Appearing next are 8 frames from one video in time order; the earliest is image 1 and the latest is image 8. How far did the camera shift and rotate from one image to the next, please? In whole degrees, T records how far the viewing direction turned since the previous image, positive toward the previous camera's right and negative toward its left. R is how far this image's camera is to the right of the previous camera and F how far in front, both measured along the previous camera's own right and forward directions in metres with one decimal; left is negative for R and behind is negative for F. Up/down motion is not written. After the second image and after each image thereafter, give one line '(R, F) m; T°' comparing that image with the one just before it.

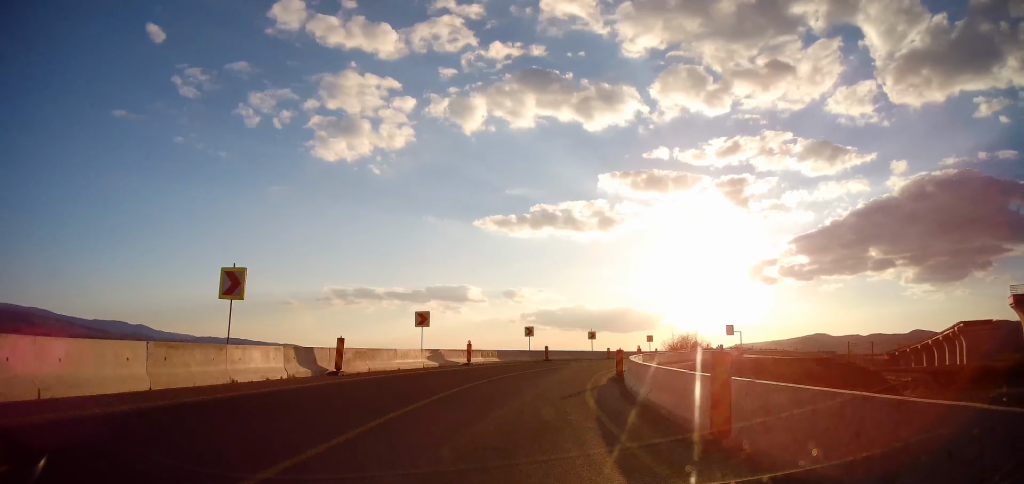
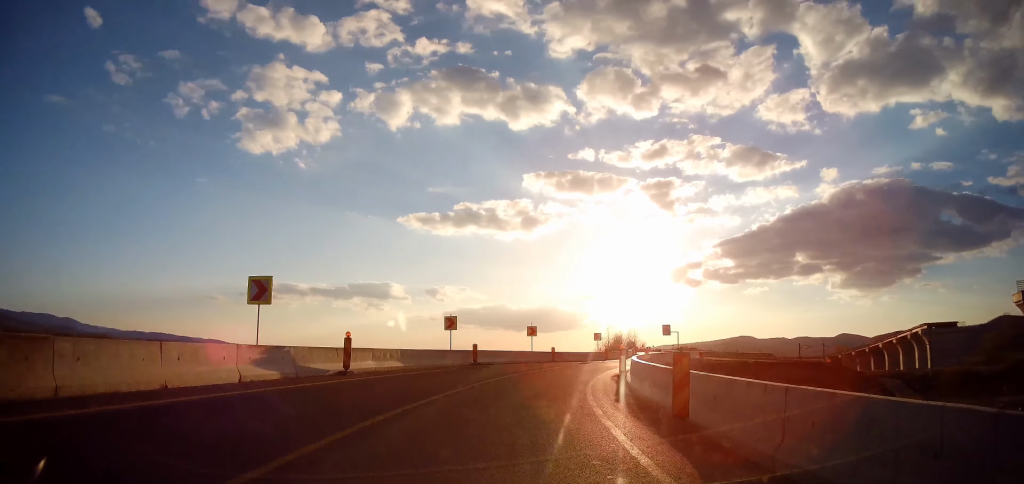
(+1.1, +12.8) m; +9°
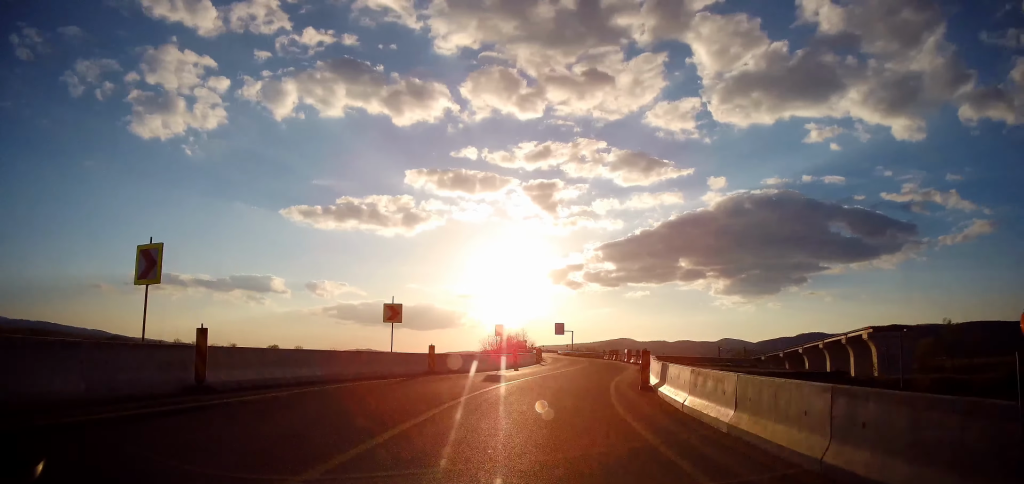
(+2.7, +21.0) m; +16°
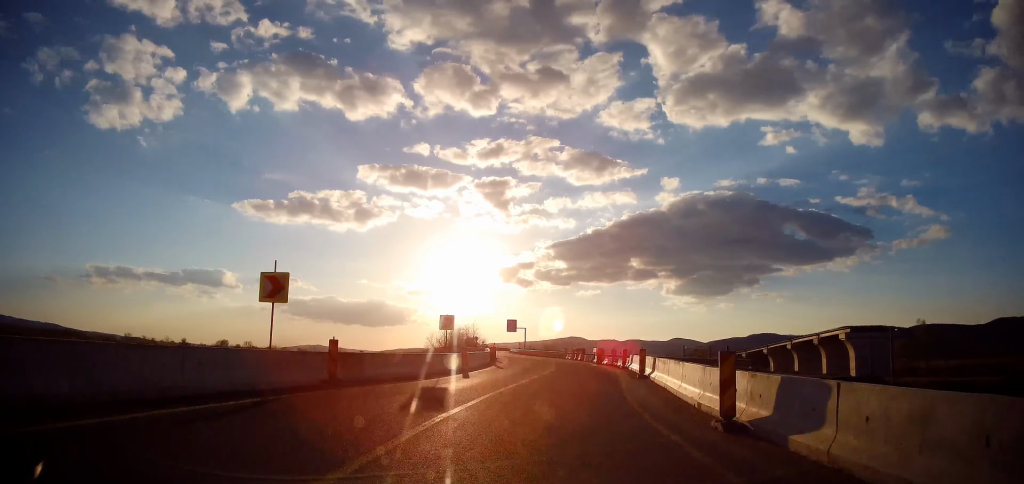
(+0.6, +8.7) m; +5°
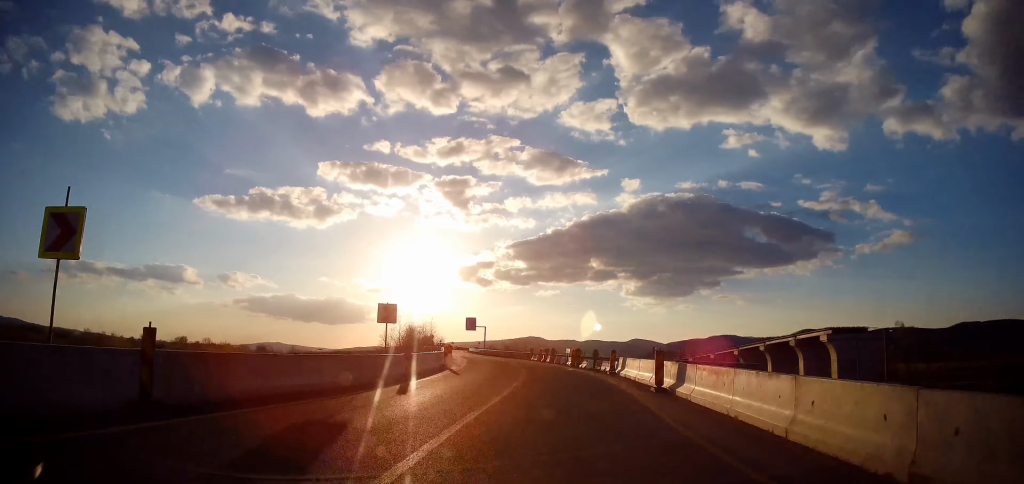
(+0.2, +7.1) m; +4°
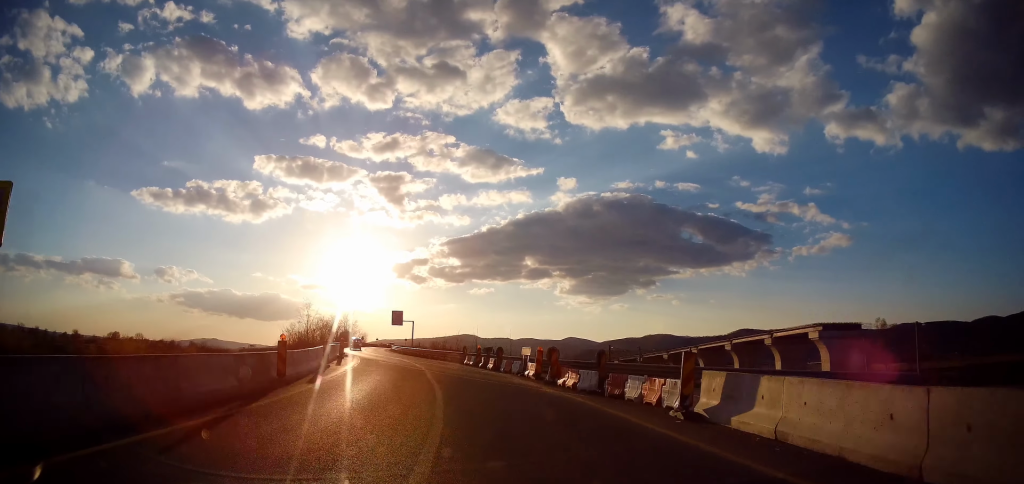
(+1.3, +17.7) m; +9°
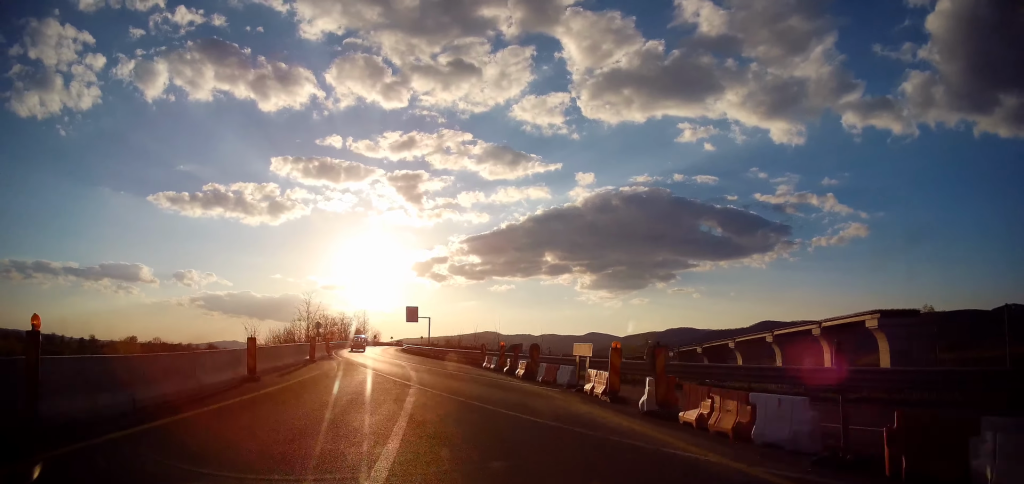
(+0.6, +9.9) m; +2°
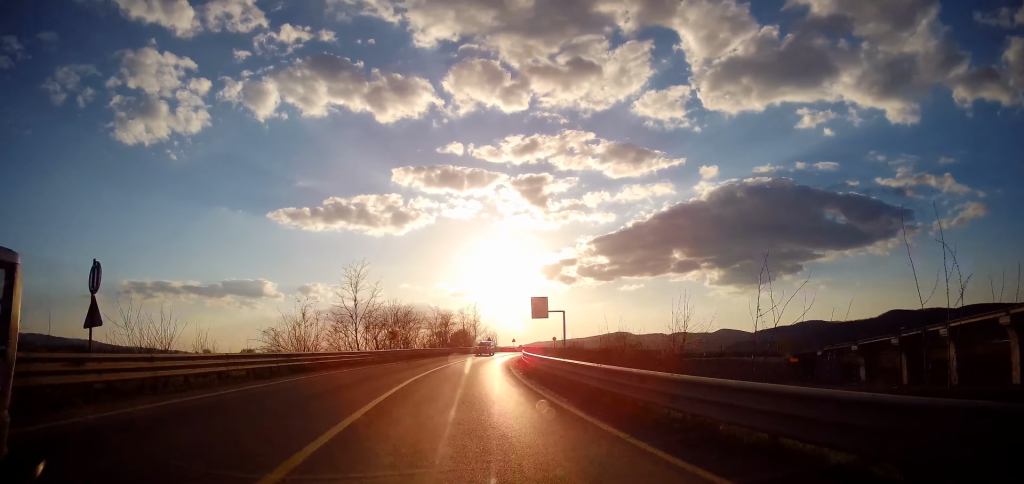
(-0.4, +34.9) m; -6°
